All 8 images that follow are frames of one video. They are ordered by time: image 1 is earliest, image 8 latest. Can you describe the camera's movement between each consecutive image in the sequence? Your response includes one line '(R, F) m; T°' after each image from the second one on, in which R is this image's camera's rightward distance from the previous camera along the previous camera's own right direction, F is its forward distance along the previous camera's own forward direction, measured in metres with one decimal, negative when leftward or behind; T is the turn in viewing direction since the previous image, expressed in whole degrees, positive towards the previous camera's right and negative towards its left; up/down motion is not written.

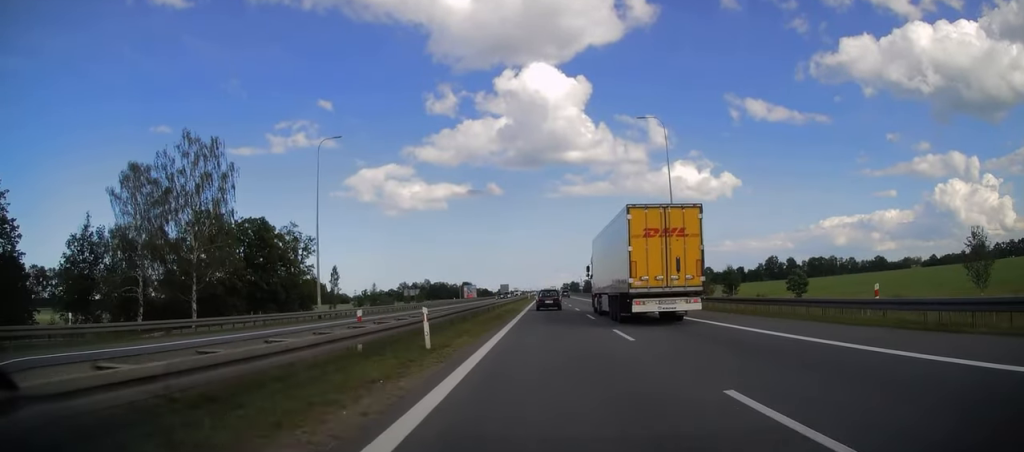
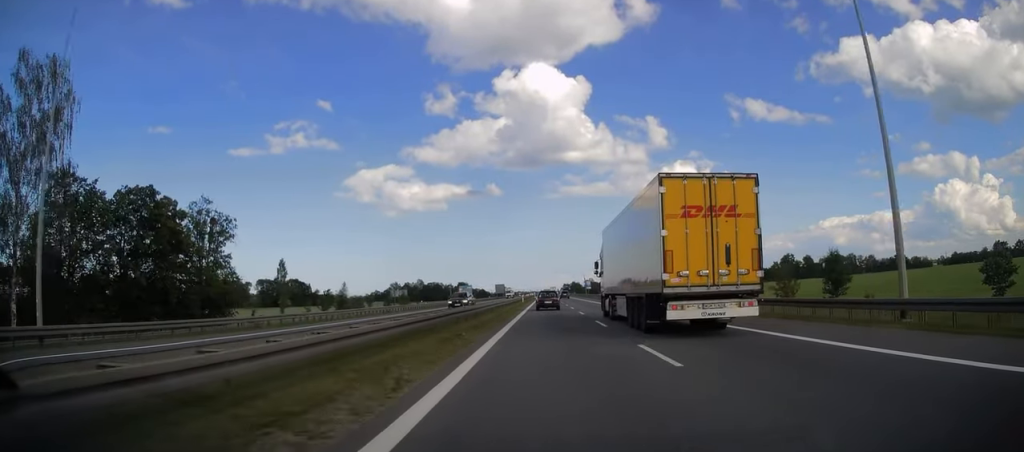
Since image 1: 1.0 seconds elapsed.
(+0.3, +29.7) m; 0°
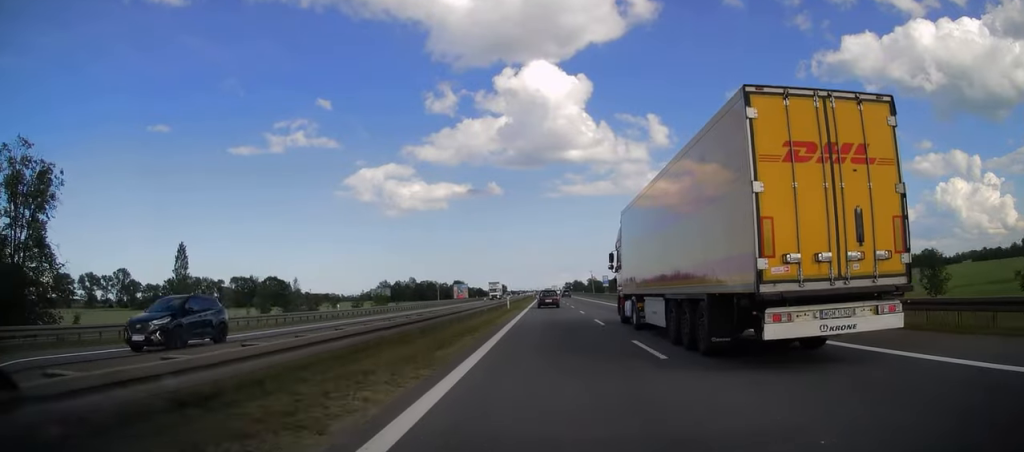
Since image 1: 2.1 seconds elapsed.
(-0.4, +34.6) m; 0°
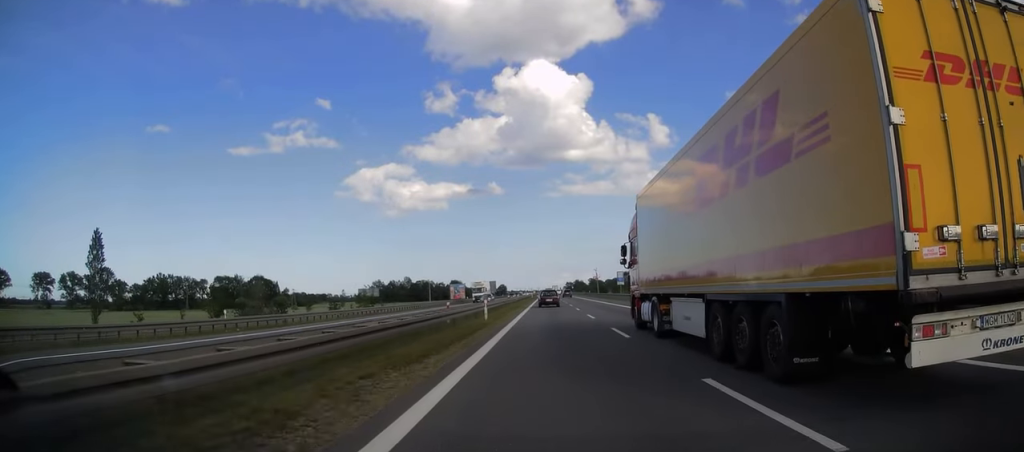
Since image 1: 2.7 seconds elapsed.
(+0.2, +18.7) m; 0°
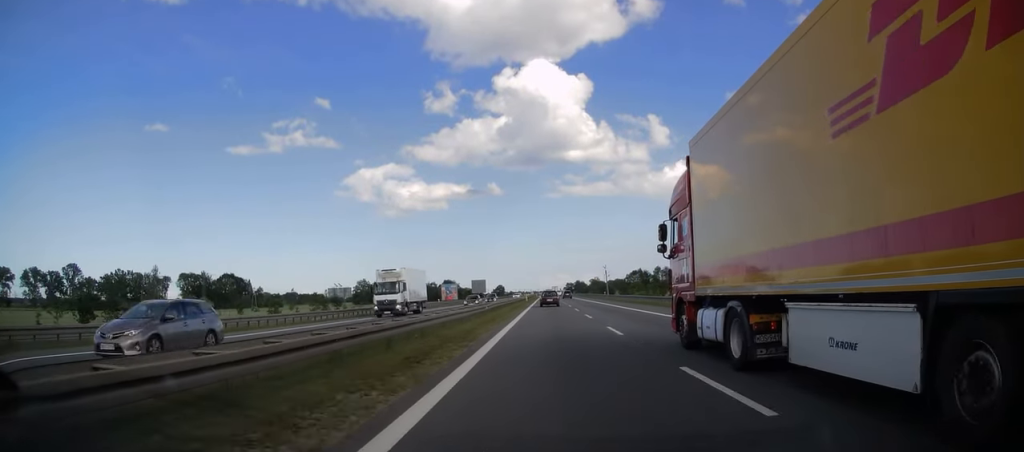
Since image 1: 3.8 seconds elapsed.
(+0.1, +34.4) m; 0°
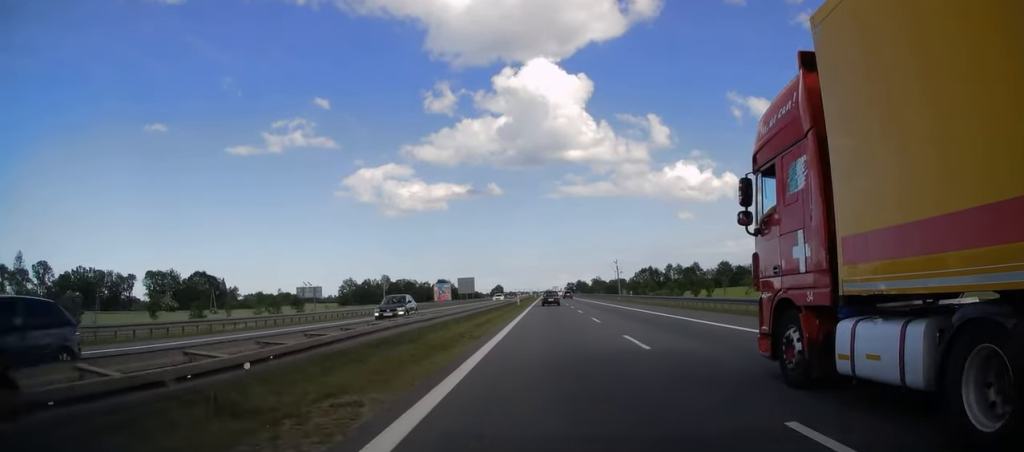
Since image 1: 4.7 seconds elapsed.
(0.0, +28.3) m; 0°
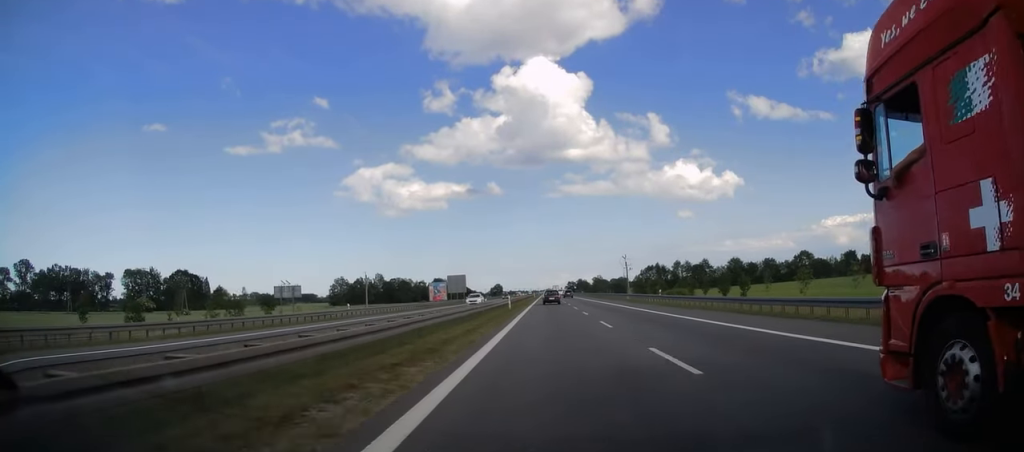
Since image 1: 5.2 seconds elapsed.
(0.0, +16.3) m; 0°
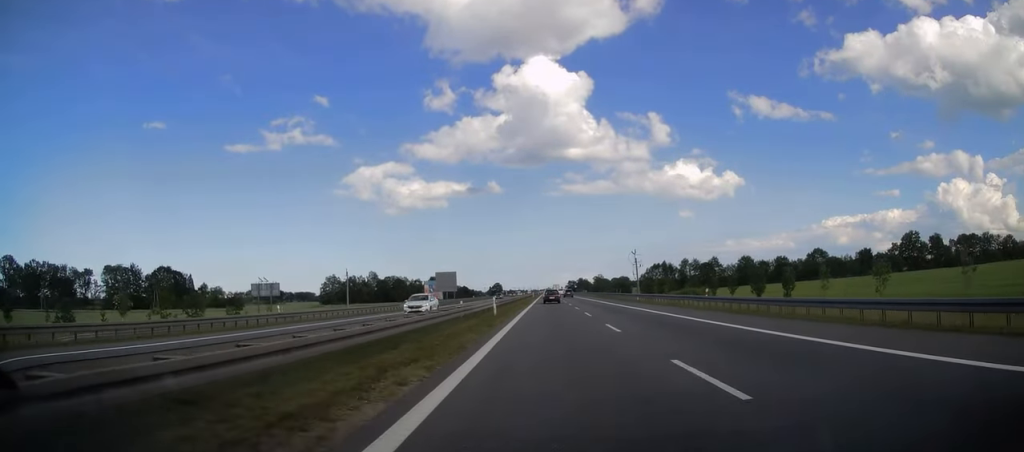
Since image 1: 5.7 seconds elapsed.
(0.0, +14.2) m; 0°
